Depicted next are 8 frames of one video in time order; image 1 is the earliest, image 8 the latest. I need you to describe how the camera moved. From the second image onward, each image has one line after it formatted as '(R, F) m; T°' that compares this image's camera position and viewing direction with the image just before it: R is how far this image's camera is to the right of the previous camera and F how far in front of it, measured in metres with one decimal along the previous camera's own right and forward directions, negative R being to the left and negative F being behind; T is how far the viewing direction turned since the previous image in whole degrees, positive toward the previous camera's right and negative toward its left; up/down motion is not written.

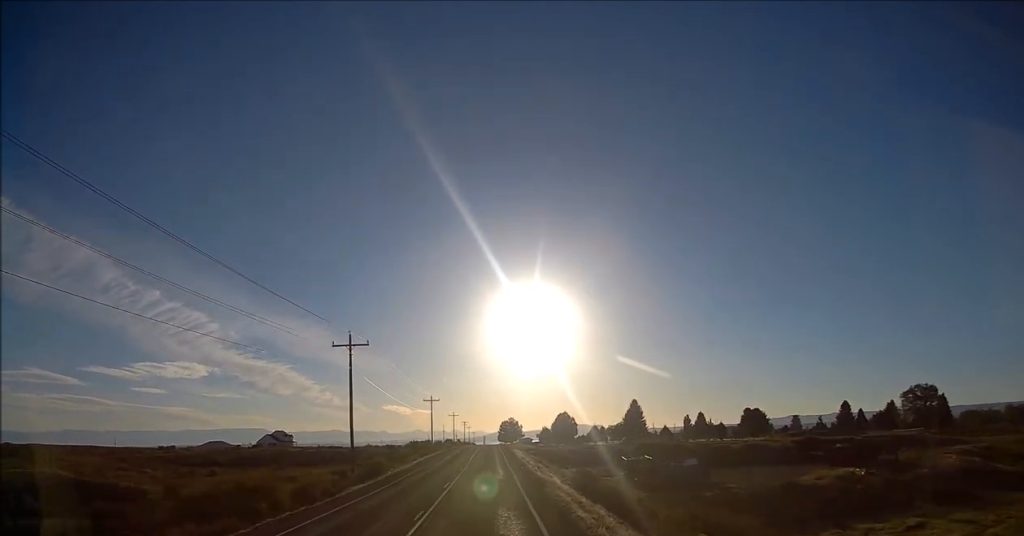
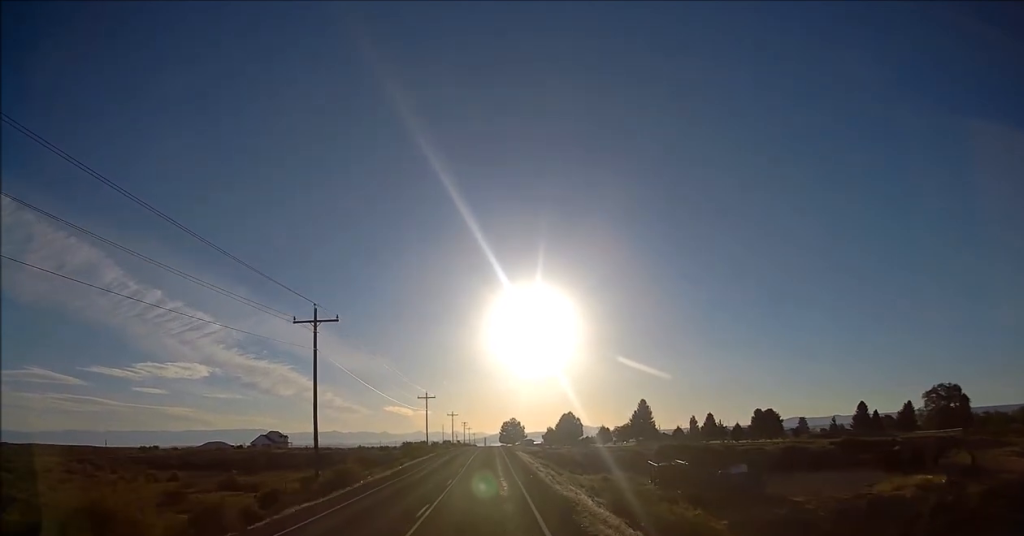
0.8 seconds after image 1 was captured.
(0.0, +11.2) m; 0°
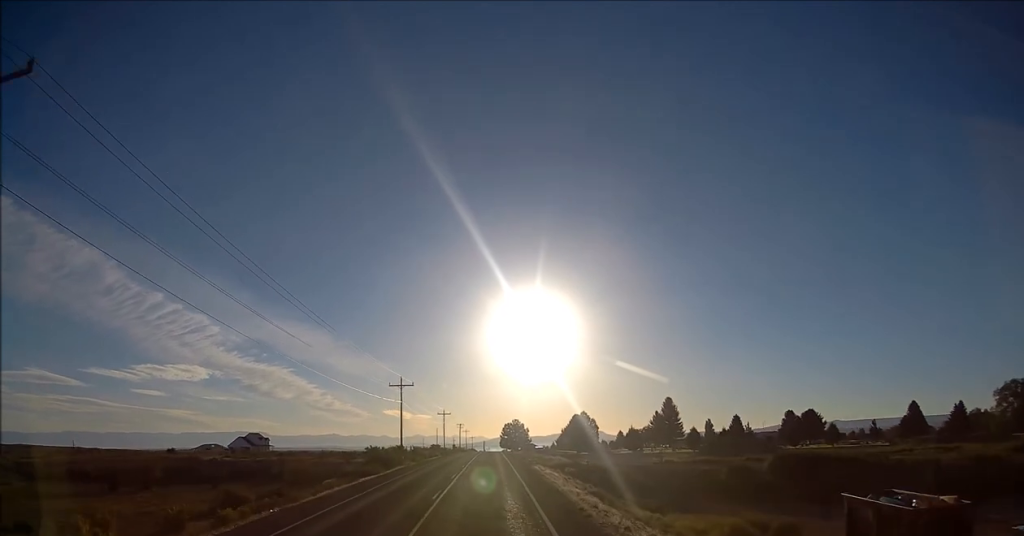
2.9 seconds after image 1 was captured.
(-0.2, +32.9) m; -1°
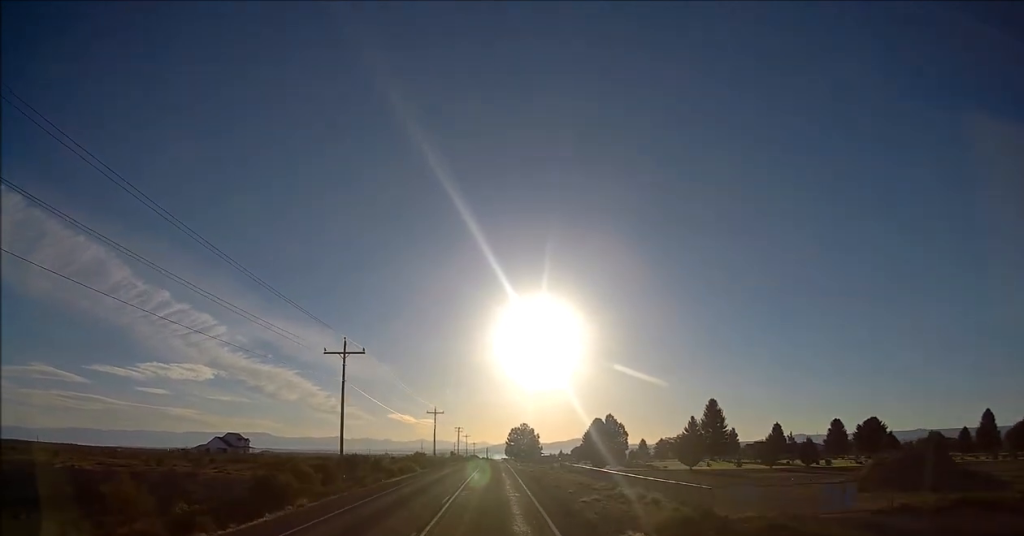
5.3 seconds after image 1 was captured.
(+0.2, +33.8) m; +1°
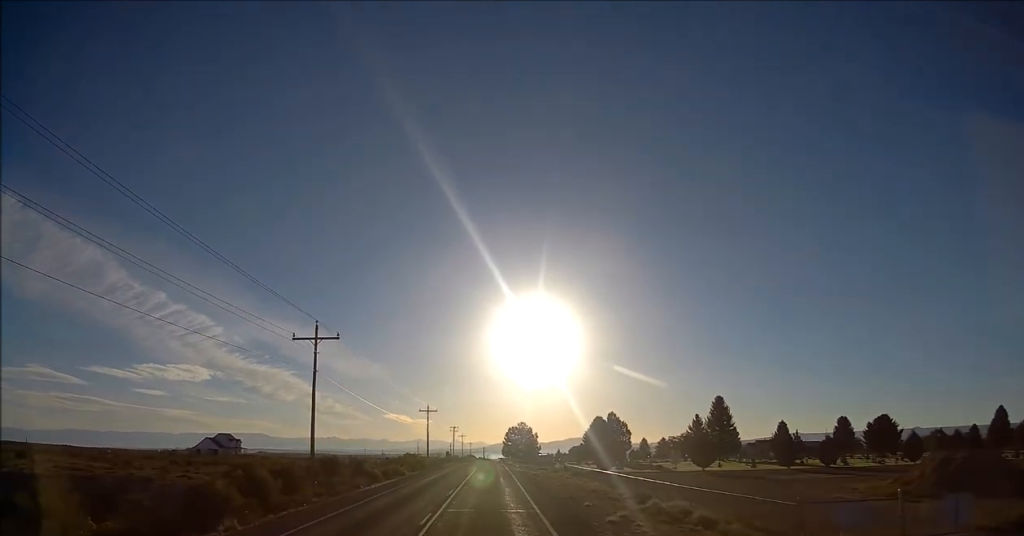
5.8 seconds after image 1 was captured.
(0.0, +6.9) m; 0°
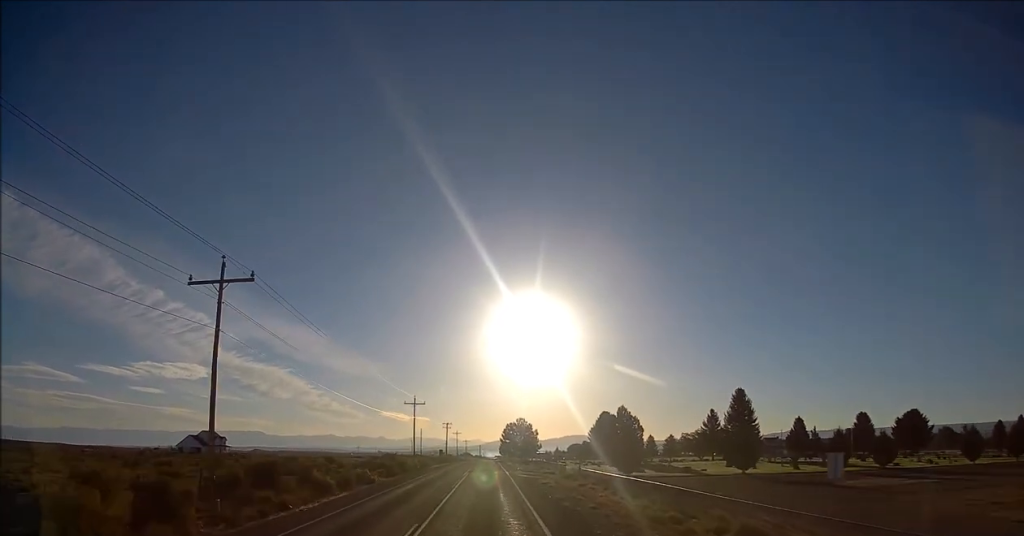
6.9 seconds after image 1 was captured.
(0.0, +15.2) m; 0°
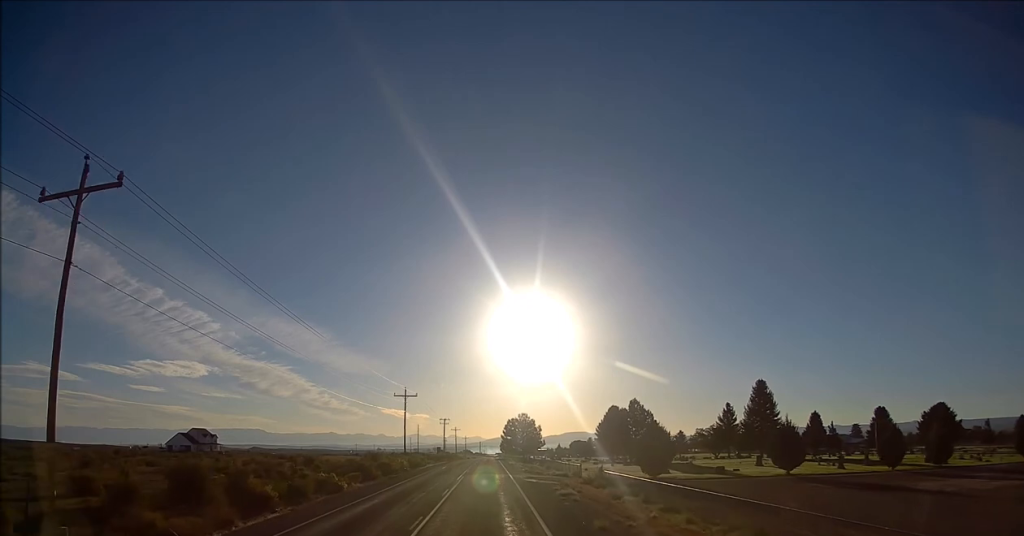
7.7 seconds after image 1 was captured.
(0.0, +11.0) m; 0°
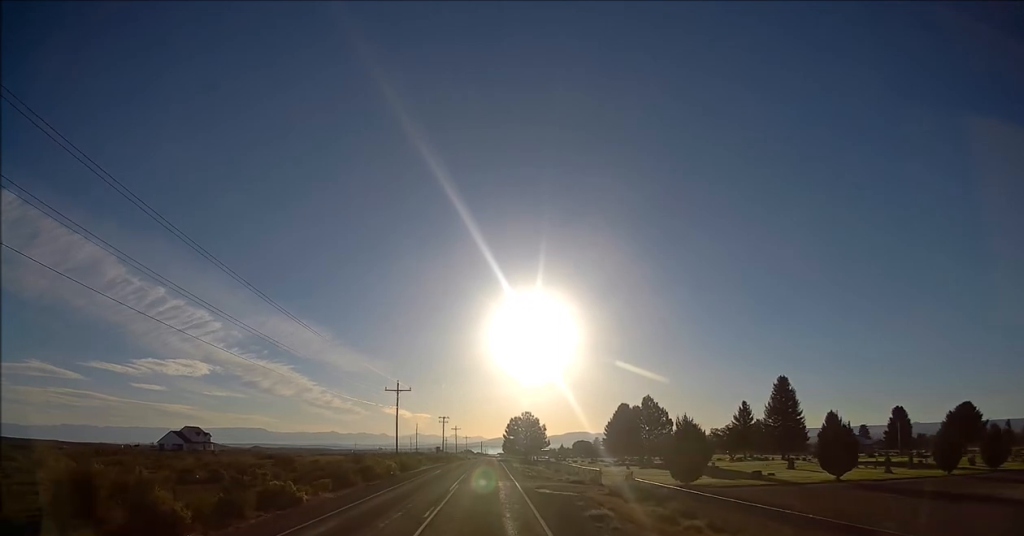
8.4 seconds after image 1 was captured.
(0.0, +8.8) m; 0°
